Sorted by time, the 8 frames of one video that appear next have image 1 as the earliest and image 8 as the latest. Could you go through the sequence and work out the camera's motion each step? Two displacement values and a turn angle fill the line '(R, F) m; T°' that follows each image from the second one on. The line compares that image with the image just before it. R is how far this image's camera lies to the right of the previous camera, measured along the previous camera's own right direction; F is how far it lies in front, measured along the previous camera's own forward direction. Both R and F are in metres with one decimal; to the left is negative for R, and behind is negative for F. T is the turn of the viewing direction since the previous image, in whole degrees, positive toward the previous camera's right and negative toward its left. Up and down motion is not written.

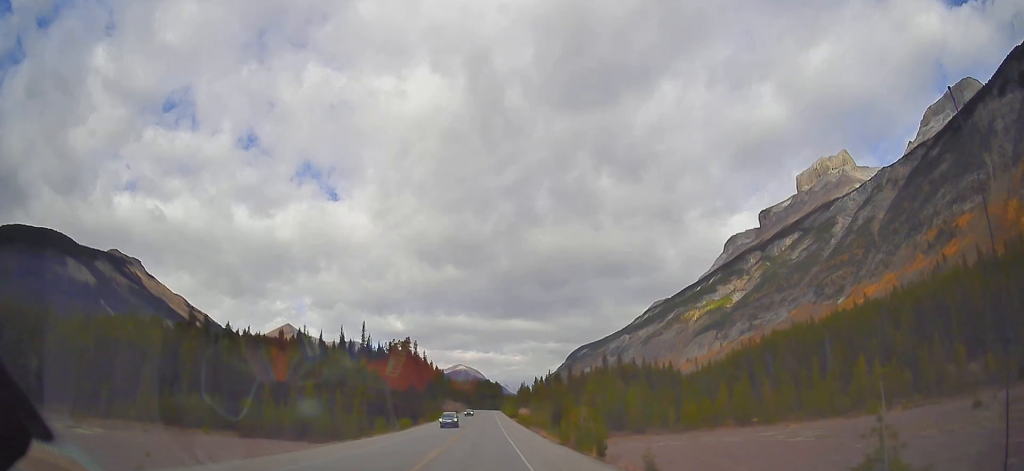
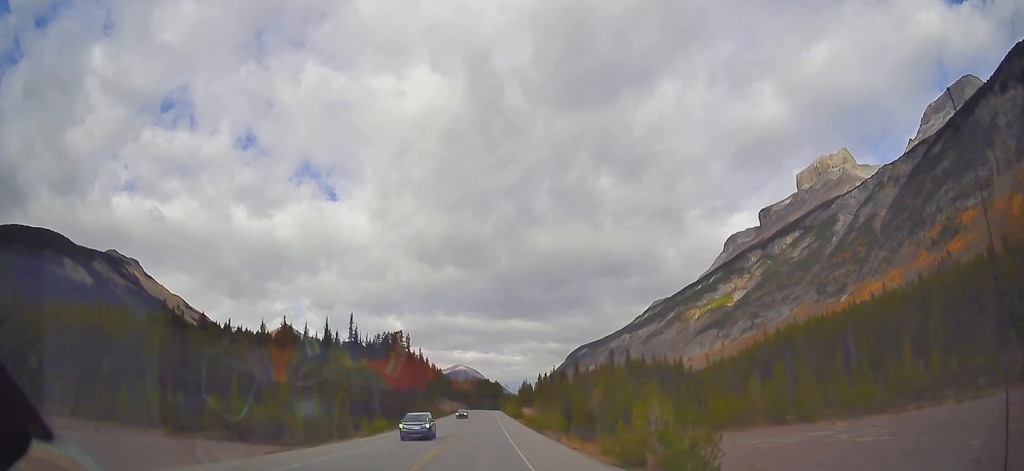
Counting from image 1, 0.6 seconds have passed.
(+0.1, +14.7) m; 0°
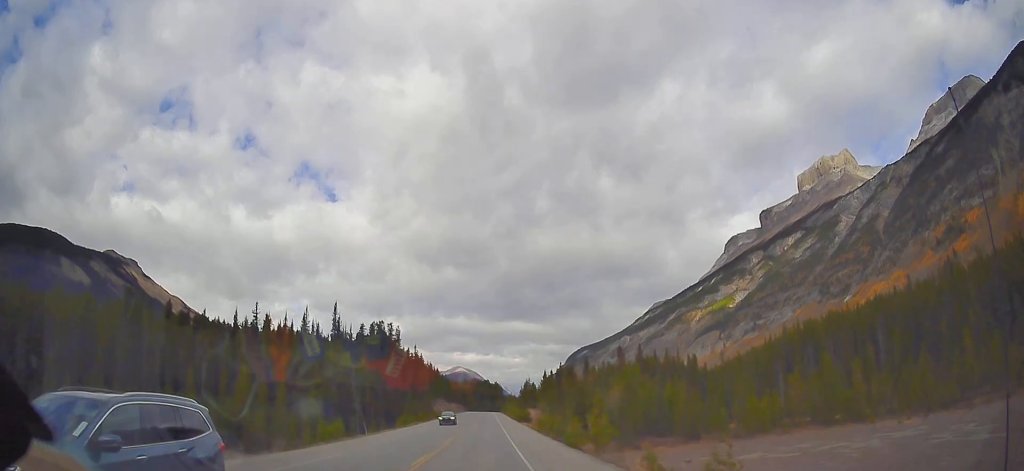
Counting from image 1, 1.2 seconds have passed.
(-0.3, +15.6) m; 0°
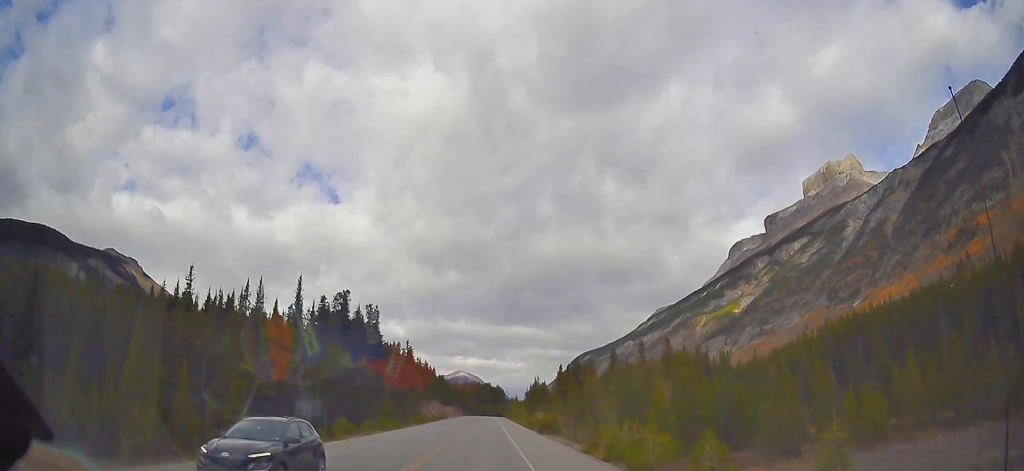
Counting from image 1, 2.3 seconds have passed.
(+0.2, +28.5) m; 0°
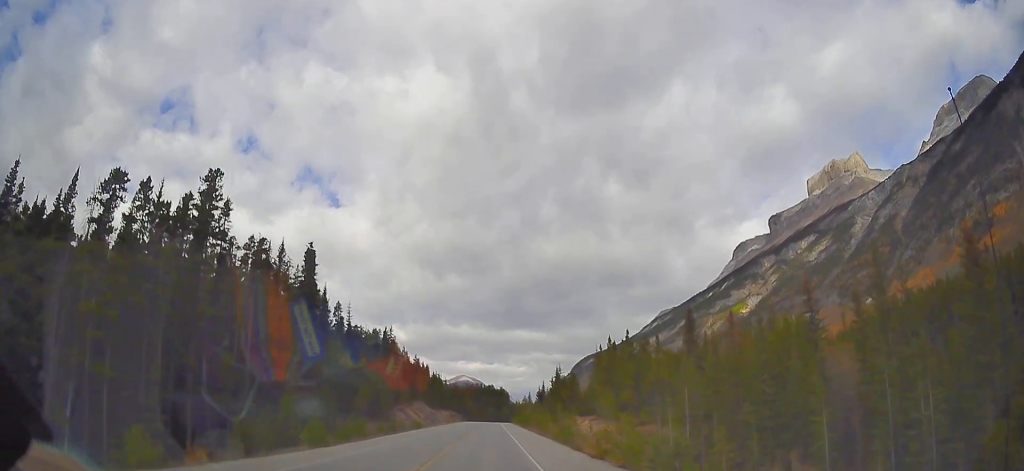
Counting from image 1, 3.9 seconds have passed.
(-0.3, +41.8) m; -1°
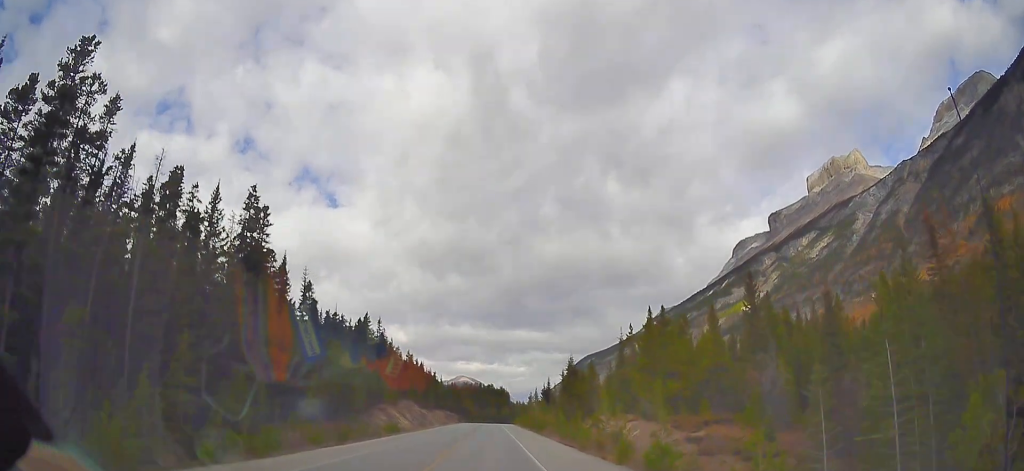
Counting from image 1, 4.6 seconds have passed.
(0.0, +17.7) m; 0°
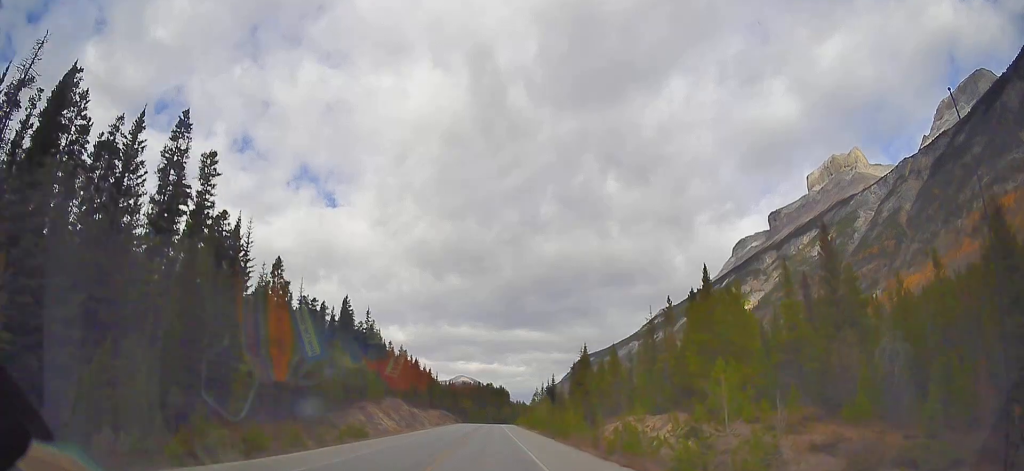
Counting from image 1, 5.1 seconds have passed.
(0.0, +13.4) m; 0°
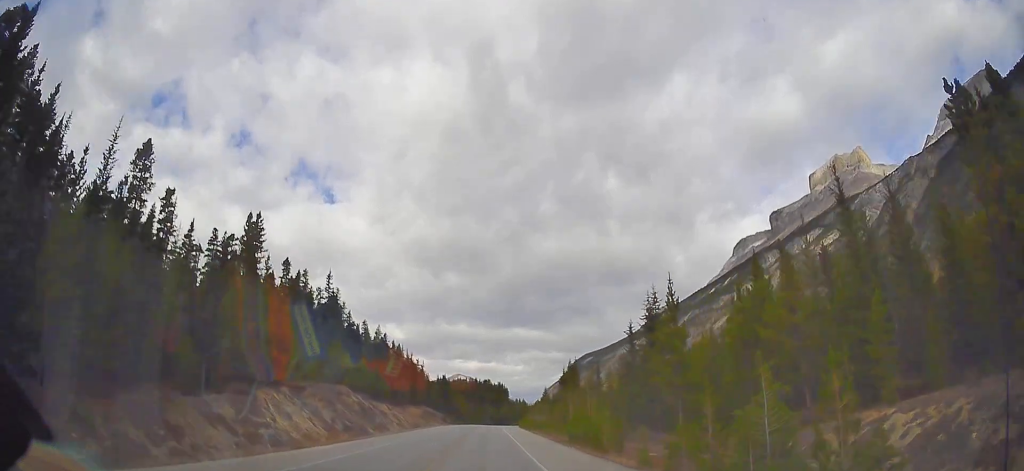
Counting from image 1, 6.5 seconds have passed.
(+0.4, +35.2) m; 0°
